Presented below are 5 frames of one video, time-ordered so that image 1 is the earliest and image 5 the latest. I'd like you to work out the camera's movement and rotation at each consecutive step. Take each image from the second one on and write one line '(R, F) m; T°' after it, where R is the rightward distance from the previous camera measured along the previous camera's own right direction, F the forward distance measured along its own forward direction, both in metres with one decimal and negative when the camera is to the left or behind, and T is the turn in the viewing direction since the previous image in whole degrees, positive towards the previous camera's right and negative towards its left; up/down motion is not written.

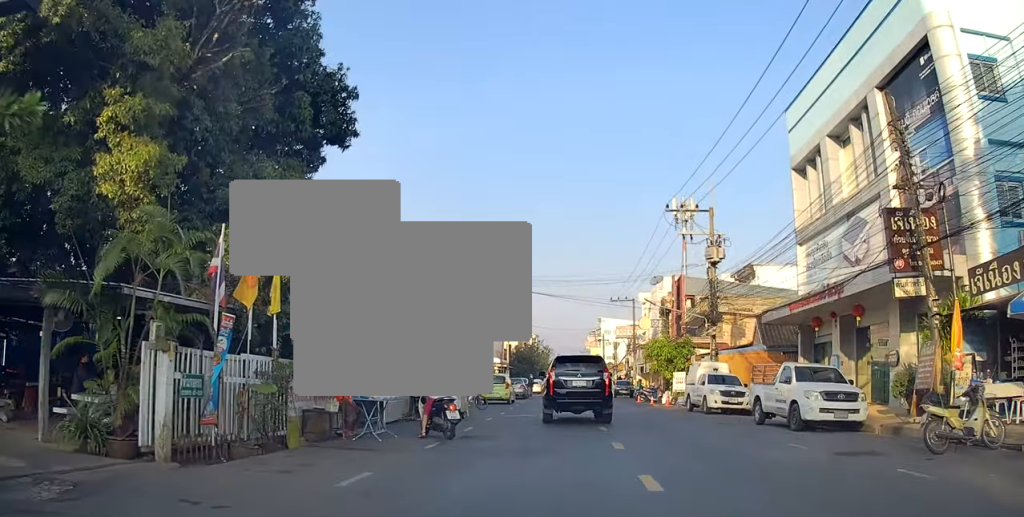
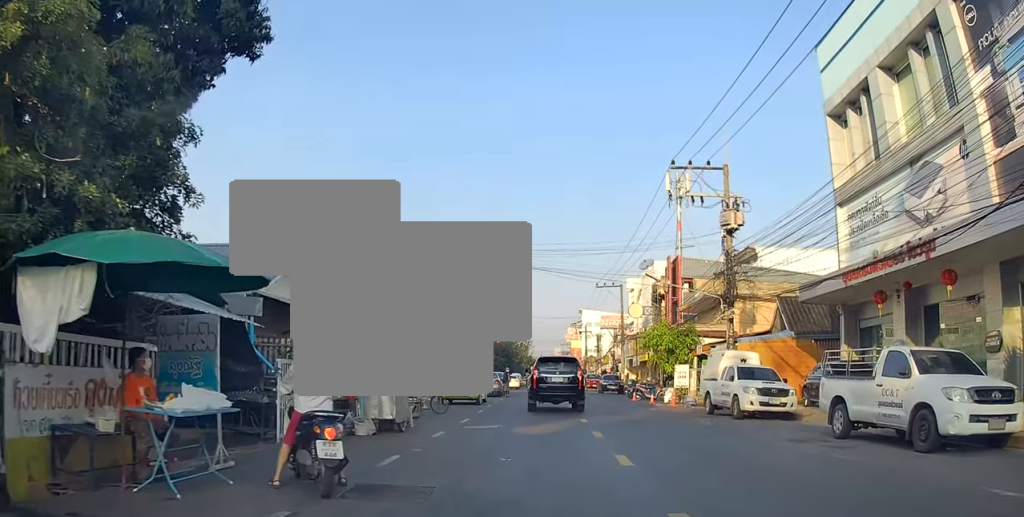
(-0.3, +7.1) m; -2°
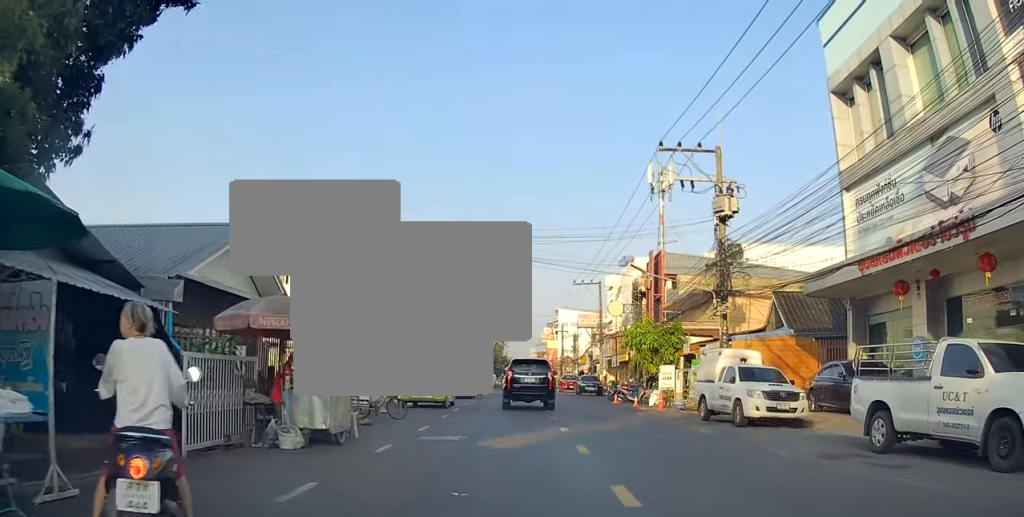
(0.0, +2.8) m; 0°
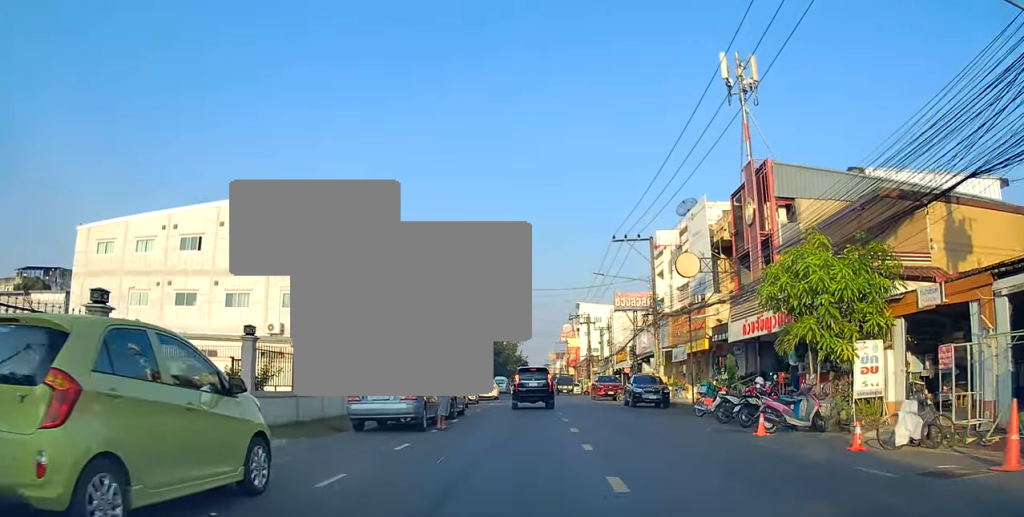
(0.0, +17.8) m; 0°
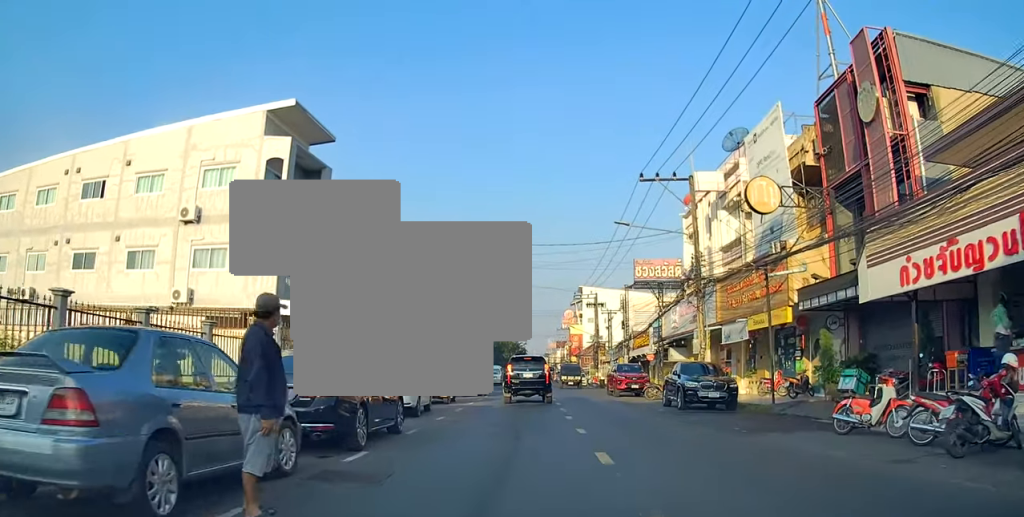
(0.0, +8.7) m; +2°
